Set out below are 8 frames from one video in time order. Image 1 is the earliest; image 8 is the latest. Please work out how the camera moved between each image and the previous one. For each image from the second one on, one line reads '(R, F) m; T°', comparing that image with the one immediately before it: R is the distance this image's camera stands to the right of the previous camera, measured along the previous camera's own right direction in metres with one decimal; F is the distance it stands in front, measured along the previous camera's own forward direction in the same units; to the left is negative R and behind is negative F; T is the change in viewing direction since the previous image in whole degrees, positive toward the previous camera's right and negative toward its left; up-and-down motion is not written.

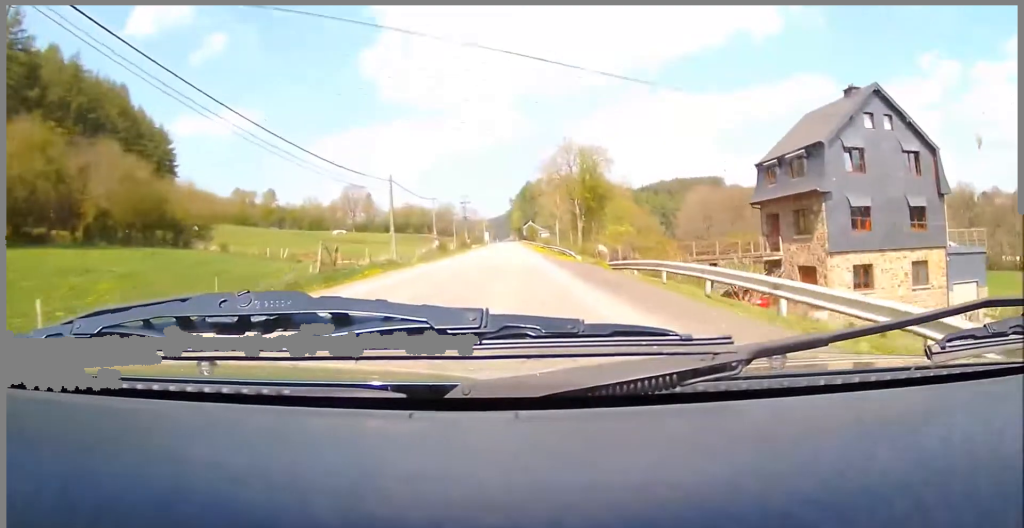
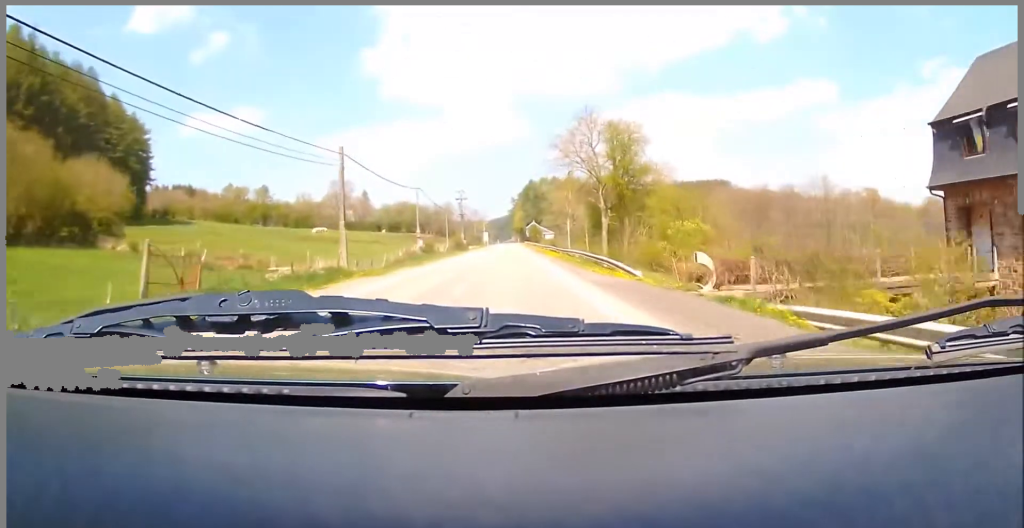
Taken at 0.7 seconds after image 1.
(0.0, +17.0) m; 0°
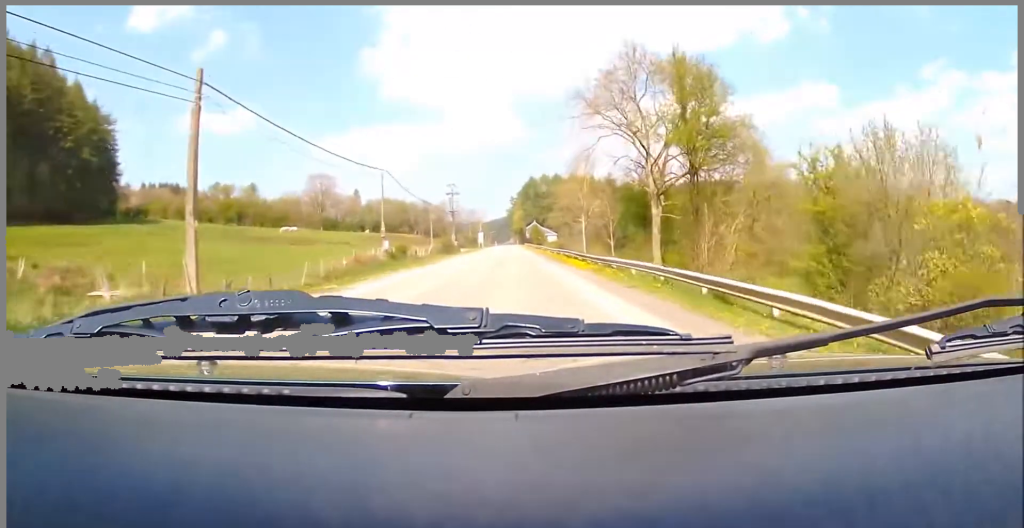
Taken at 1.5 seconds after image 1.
(0.0, +18.7) m; 0°
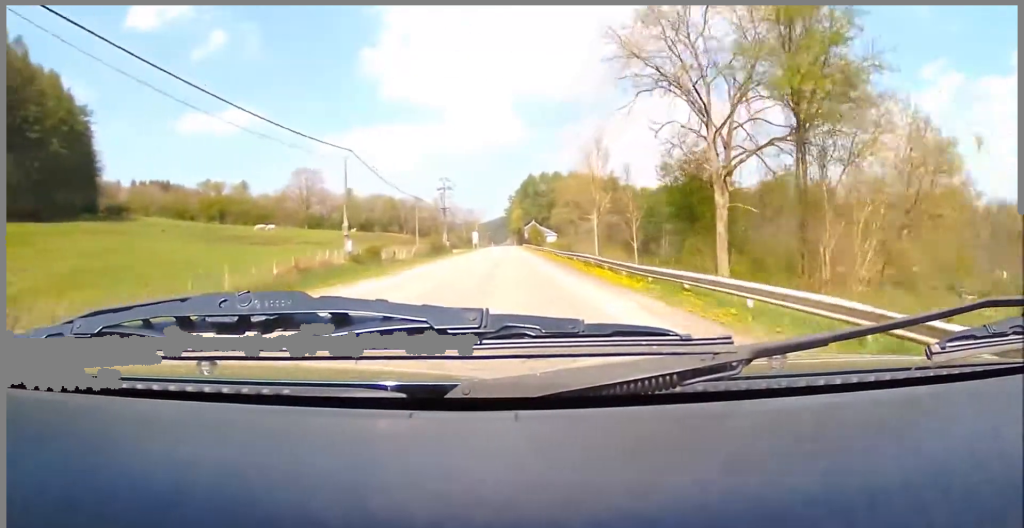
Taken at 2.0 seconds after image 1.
(-0.1, +11.0) m; 0°
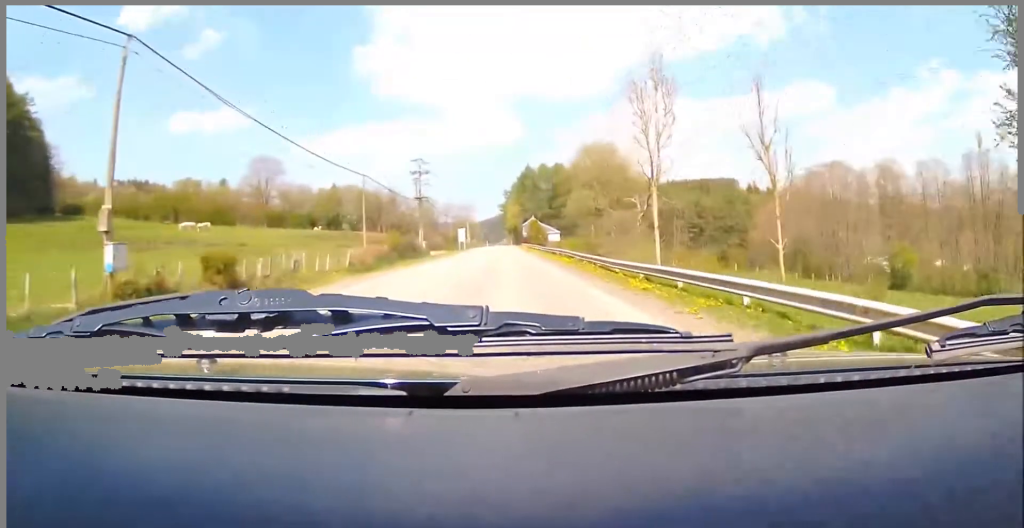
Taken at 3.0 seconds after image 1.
(+0.2, +24.6) m; 0°
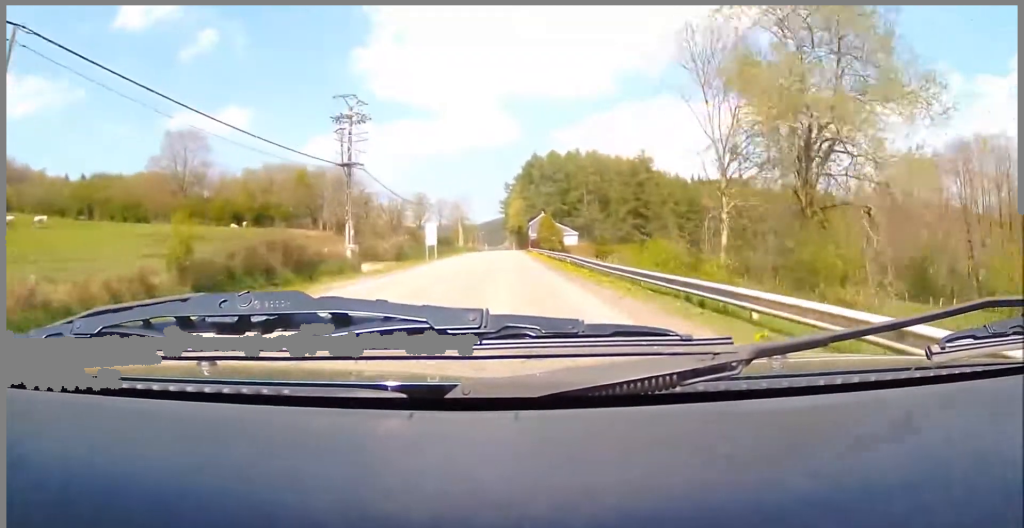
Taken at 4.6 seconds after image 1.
(-0.4, +38.1) m; -1°
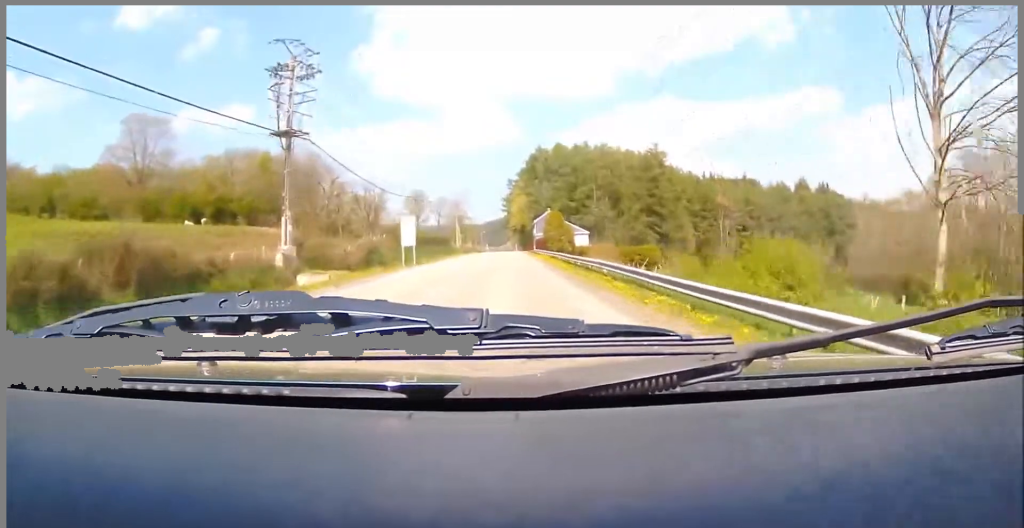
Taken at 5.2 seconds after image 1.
(0.0, +13.4) m; 0°
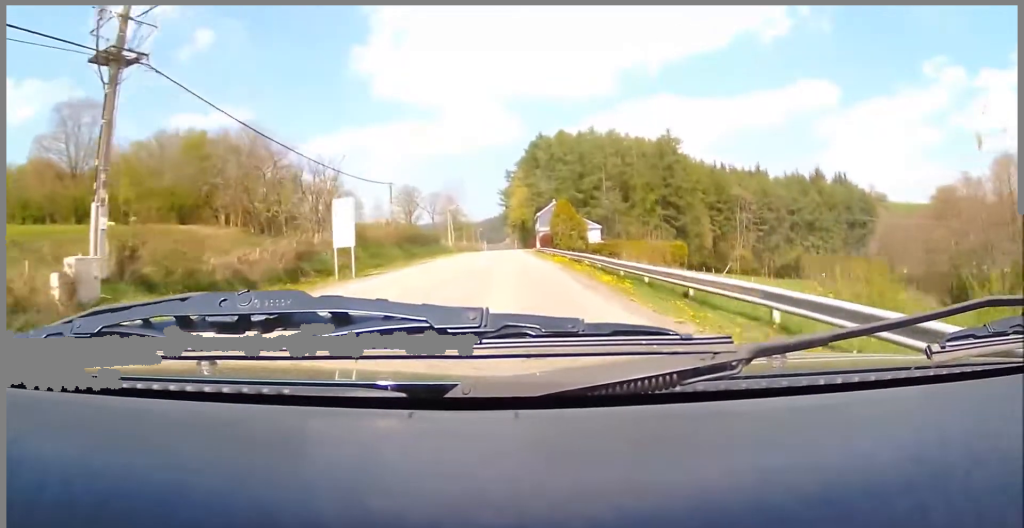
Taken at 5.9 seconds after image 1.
(0.0, +15.7) m; 0°
